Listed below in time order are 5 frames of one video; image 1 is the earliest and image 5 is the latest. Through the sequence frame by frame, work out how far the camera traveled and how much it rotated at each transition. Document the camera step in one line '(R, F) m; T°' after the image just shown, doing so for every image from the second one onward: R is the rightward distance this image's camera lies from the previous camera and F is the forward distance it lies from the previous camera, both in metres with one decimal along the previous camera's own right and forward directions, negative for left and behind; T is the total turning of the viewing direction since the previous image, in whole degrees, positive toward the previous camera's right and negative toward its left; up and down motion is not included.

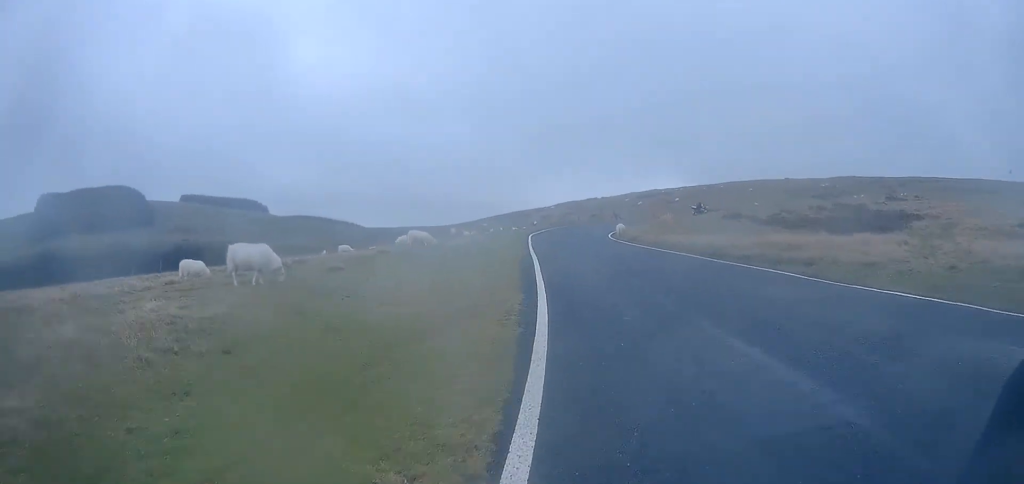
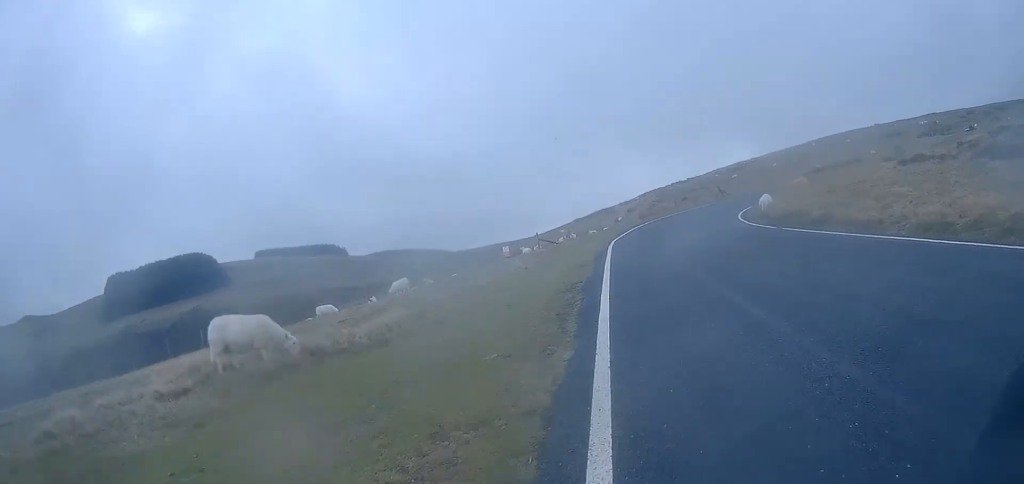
(-1.5, +15.2) m; -8°
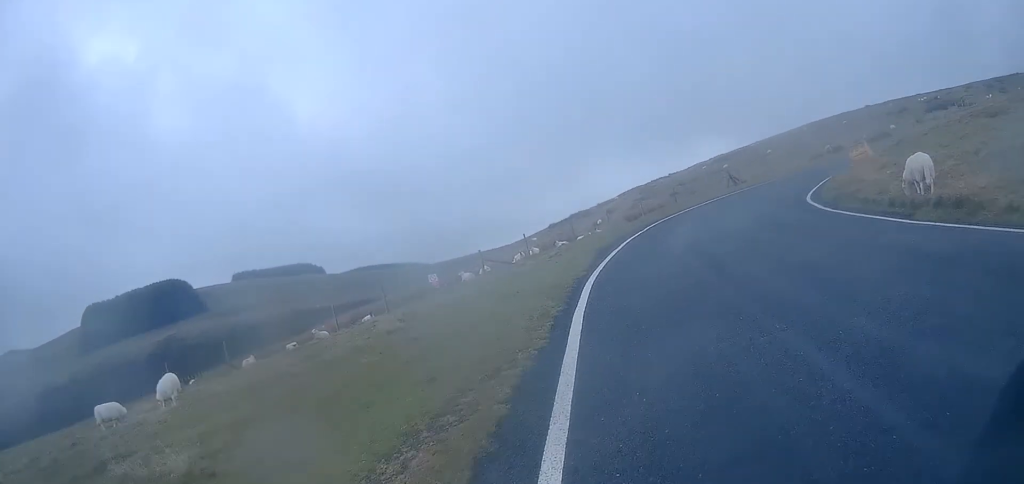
(0.0, +13.2) m; +1°
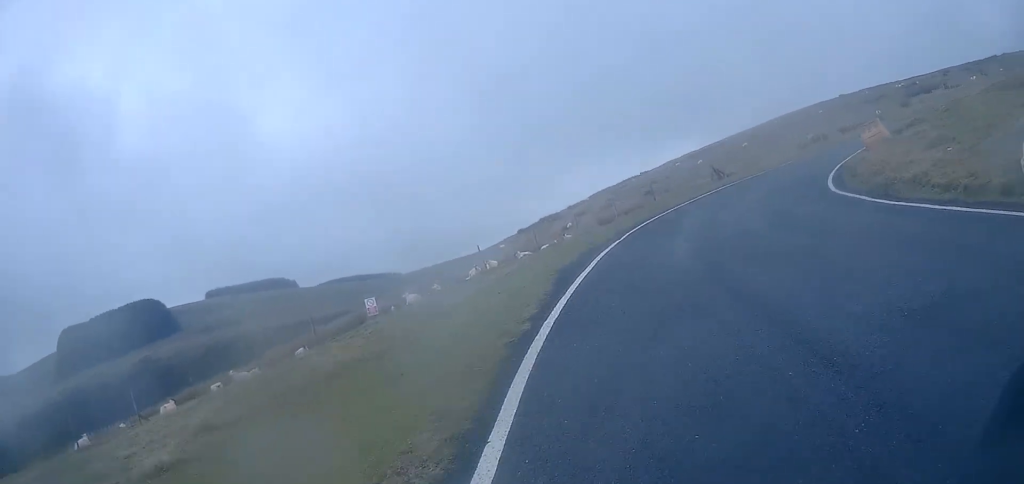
(0.0, +4.7) m; +1°
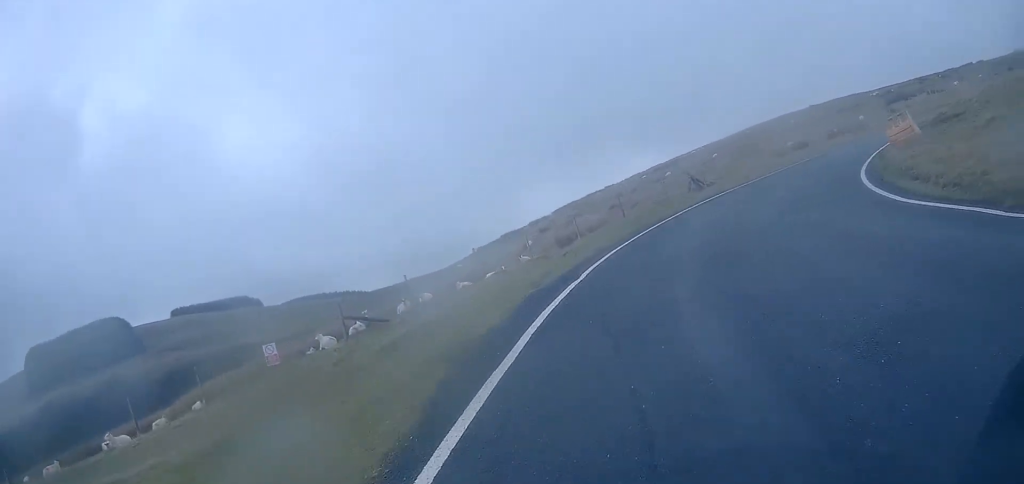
(0.0, +5.2) m; +2°
